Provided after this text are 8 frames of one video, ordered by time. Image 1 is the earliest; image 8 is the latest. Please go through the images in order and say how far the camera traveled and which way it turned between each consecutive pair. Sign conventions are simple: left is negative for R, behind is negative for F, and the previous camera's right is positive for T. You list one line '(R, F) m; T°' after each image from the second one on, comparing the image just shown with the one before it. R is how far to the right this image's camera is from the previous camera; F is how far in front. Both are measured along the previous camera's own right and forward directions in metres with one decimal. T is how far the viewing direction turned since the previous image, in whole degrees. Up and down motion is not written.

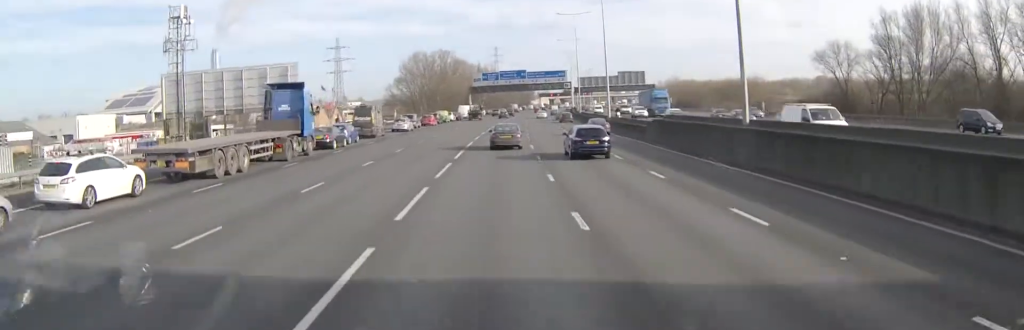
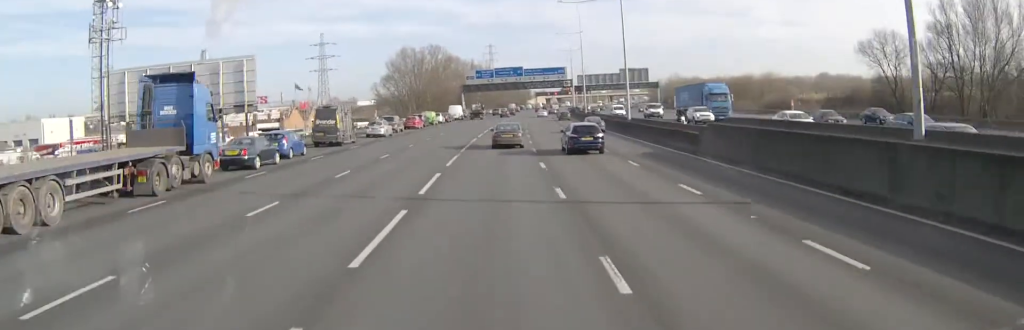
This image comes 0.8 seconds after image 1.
(0.0, +13.5) m; 0°
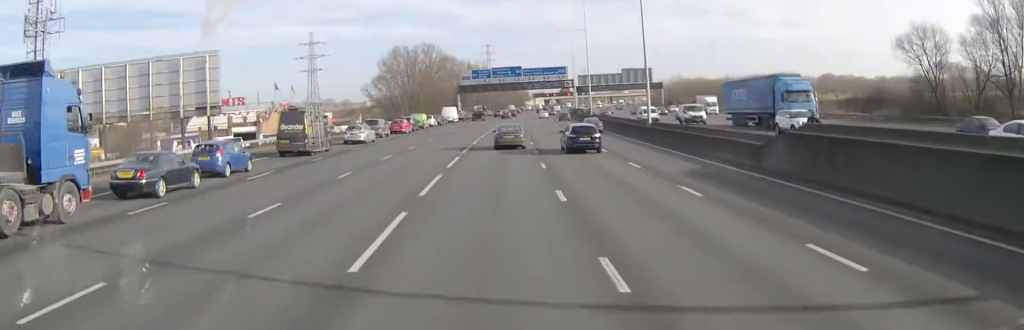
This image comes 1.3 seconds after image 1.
(0.0, +9.0) m; 0°
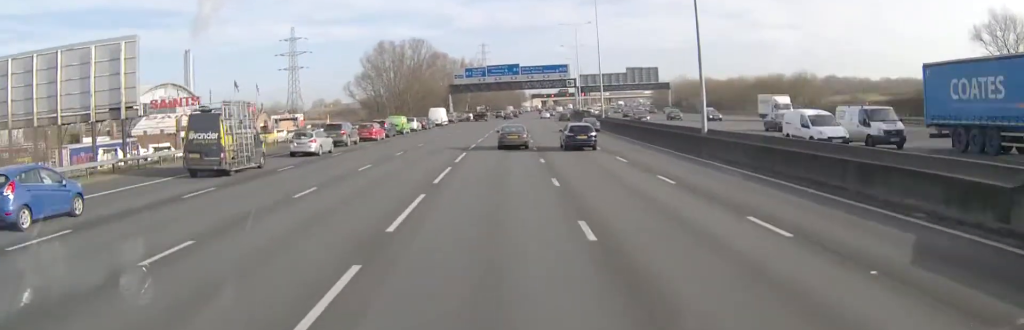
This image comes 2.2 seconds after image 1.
(0.0, +14.6) m; 0°
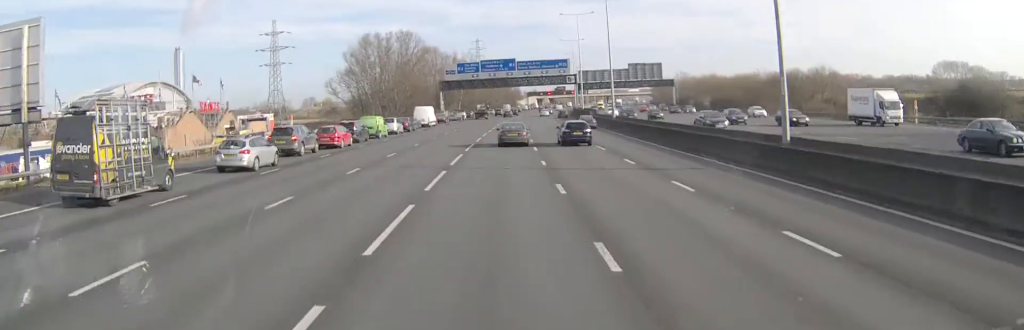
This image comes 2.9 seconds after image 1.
(0.0, +11.3) m; 0°
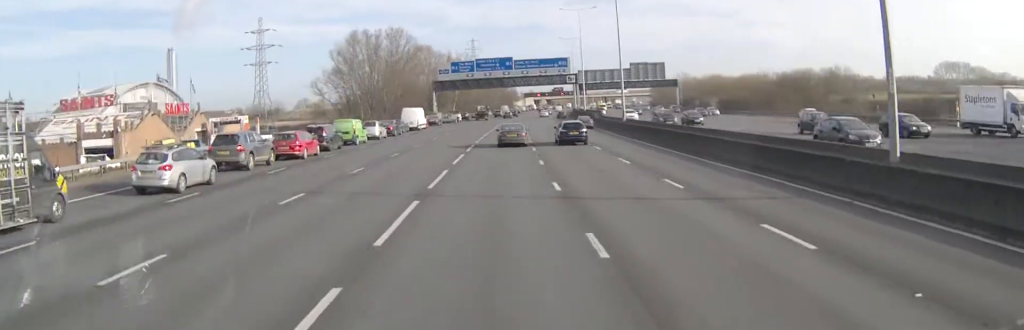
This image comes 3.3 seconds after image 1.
(0.0, +7.9) m; 0°
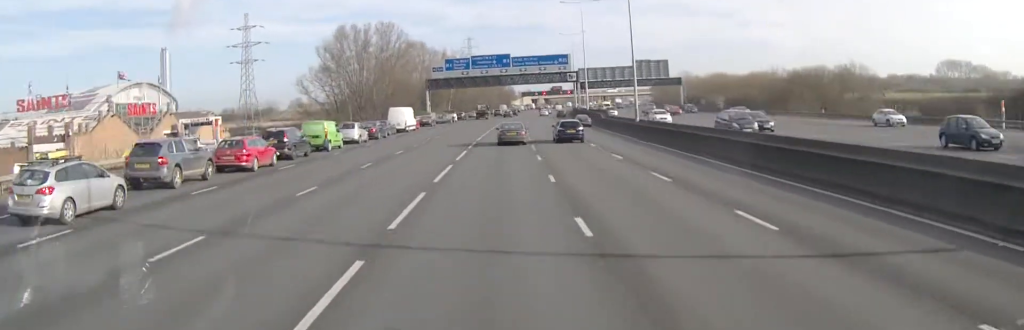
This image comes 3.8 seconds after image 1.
(0.0, +7.4) m; 0°
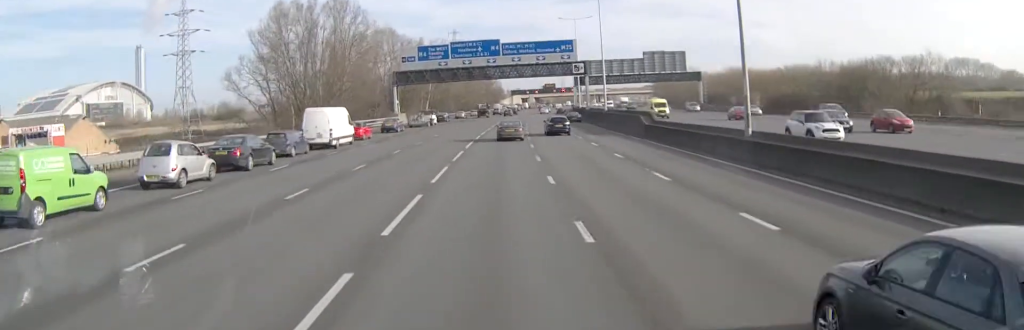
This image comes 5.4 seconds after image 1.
(+0.3, +27.8) m; +1°
